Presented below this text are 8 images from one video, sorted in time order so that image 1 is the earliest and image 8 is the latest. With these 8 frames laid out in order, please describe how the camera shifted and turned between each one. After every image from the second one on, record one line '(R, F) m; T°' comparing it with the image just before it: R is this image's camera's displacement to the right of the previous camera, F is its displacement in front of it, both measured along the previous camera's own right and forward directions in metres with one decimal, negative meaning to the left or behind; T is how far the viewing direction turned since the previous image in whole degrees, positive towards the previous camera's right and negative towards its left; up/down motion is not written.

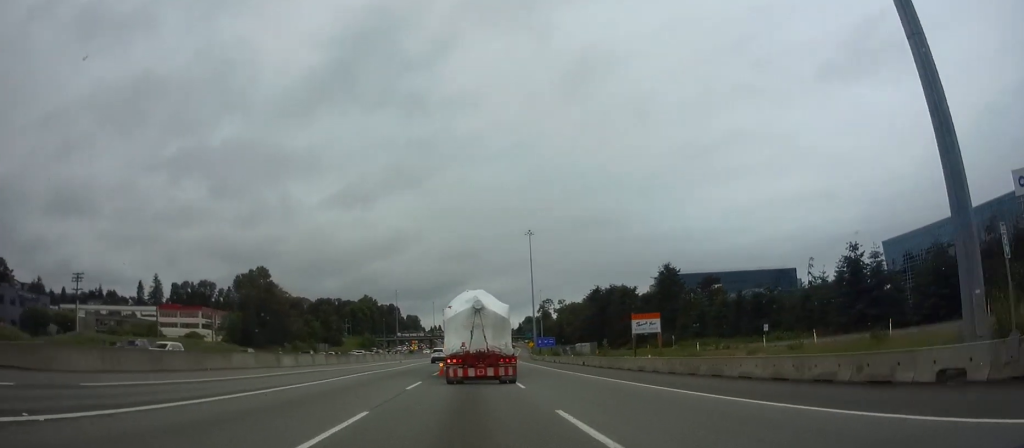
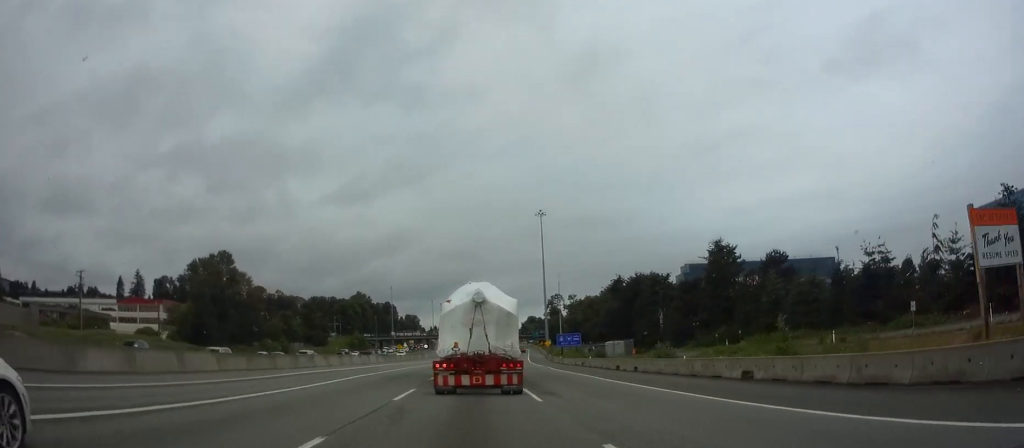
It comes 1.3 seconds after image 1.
(-0.3, +29.7) m; -1°
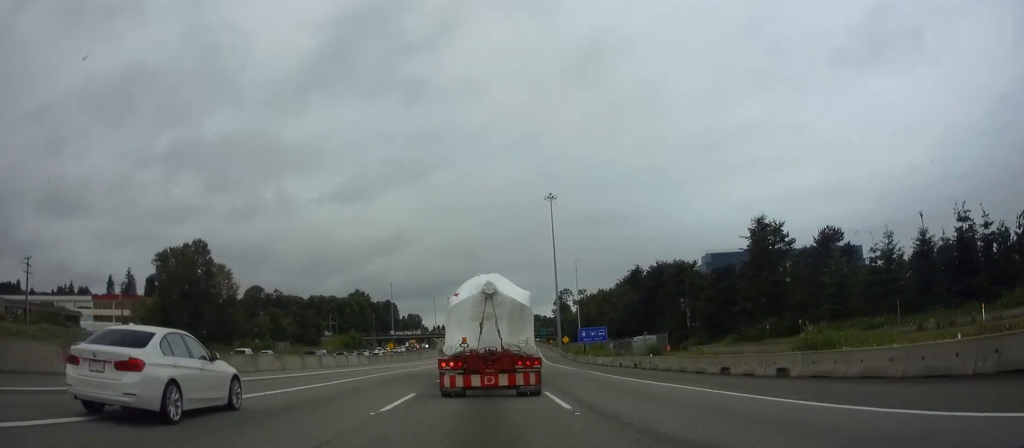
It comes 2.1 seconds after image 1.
(0.0, +16.8) m; -1°
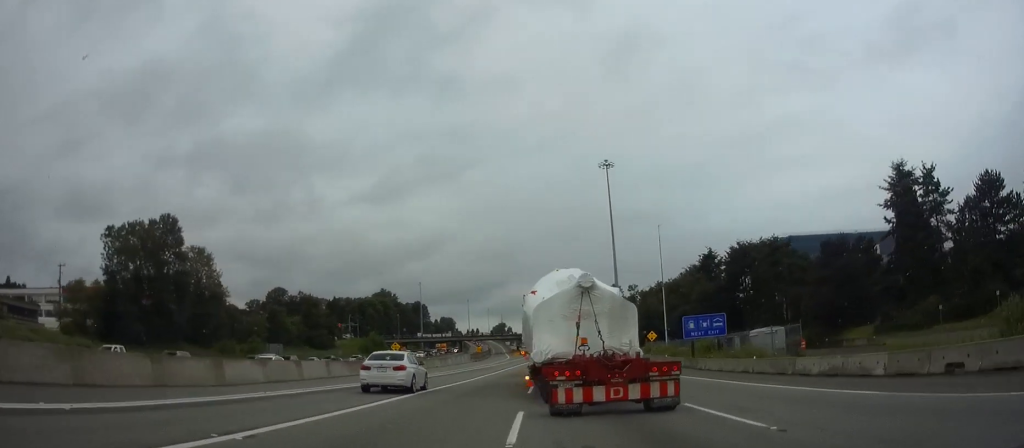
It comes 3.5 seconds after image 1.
(-0.4, +30.3) m; 0°
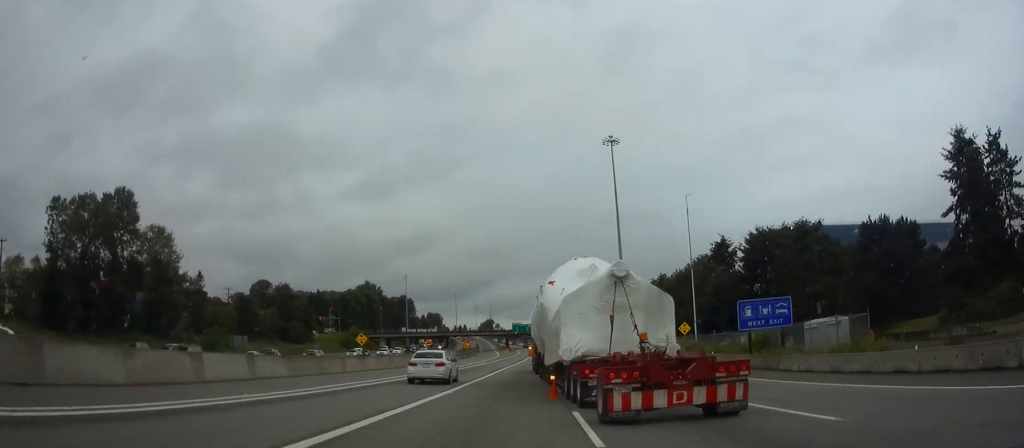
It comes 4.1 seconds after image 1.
(-0.2, +13.5) m; +1°
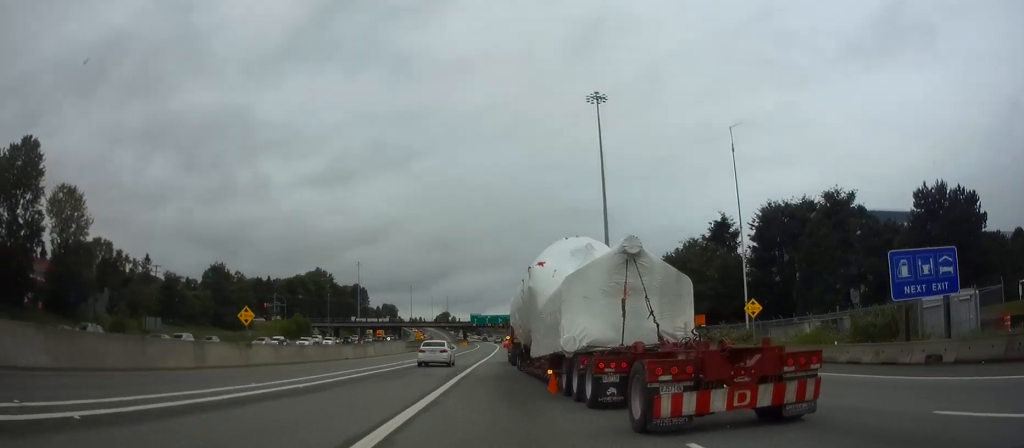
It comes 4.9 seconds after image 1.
(+0.6, +18.7) m; +3°
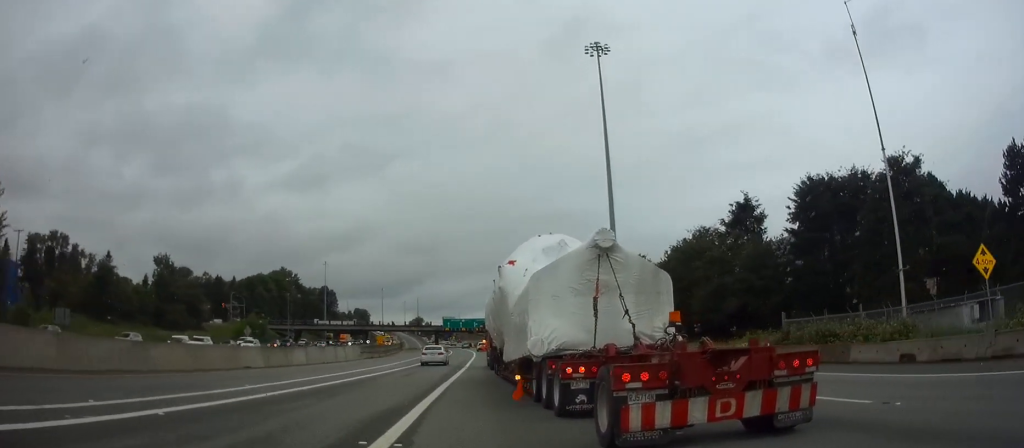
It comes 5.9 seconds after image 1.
(+0.4, +18.5) m; +2°
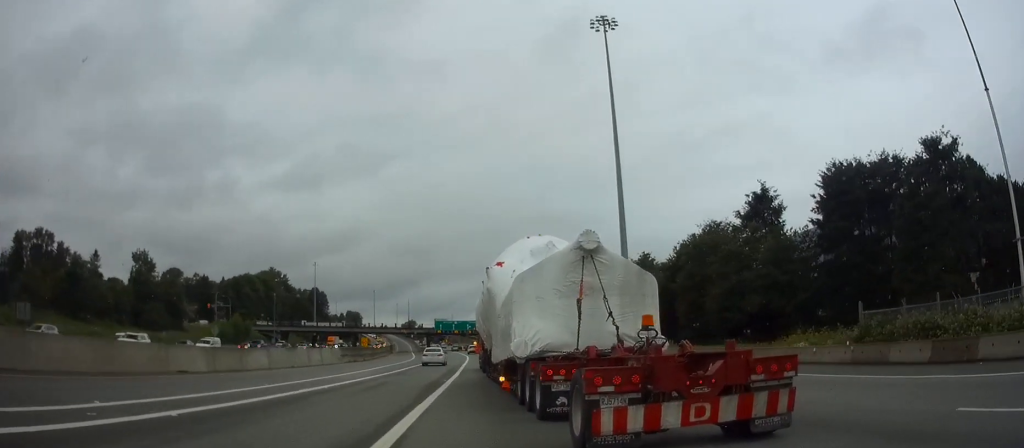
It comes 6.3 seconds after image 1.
(0.0, +7.6) m; +1°
